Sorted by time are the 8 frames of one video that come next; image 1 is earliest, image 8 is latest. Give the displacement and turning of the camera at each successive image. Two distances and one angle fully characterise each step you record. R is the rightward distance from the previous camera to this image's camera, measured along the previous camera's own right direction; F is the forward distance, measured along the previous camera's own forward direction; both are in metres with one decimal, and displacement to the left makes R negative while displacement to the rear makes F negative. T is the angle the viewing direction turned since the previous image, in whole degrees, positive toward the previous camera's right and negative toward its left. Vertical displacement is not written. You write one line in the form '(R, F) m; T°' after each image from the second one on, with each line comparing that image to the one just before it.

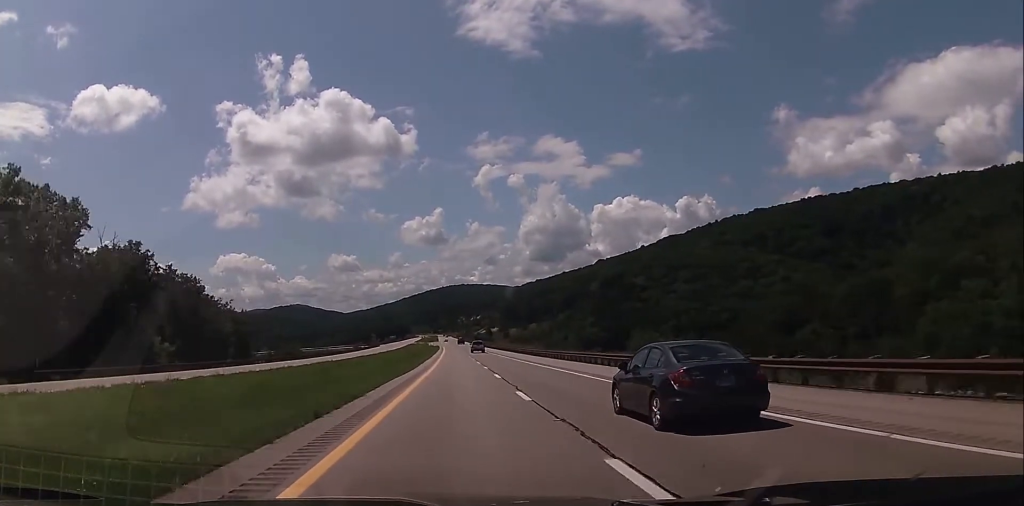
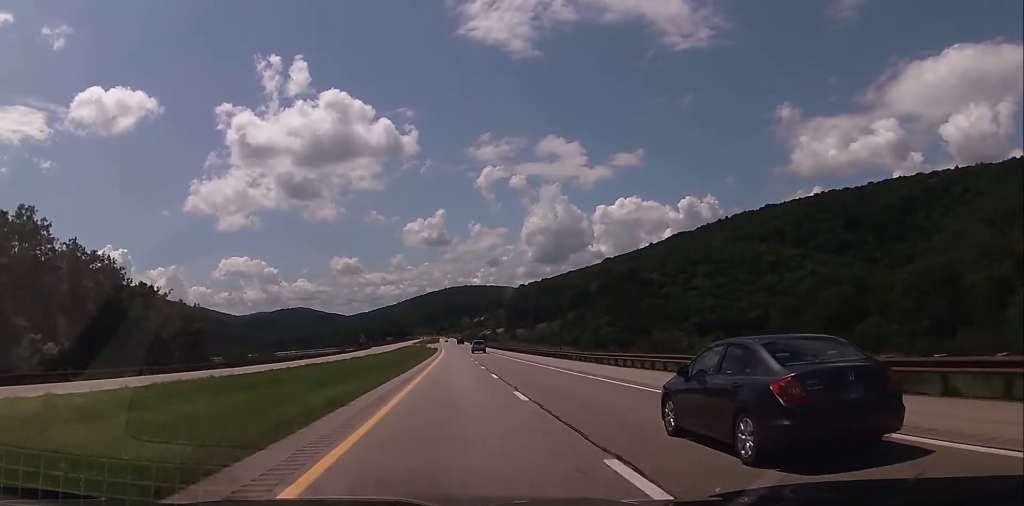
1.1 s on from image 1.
(-0.2, +36.8) m; 0°
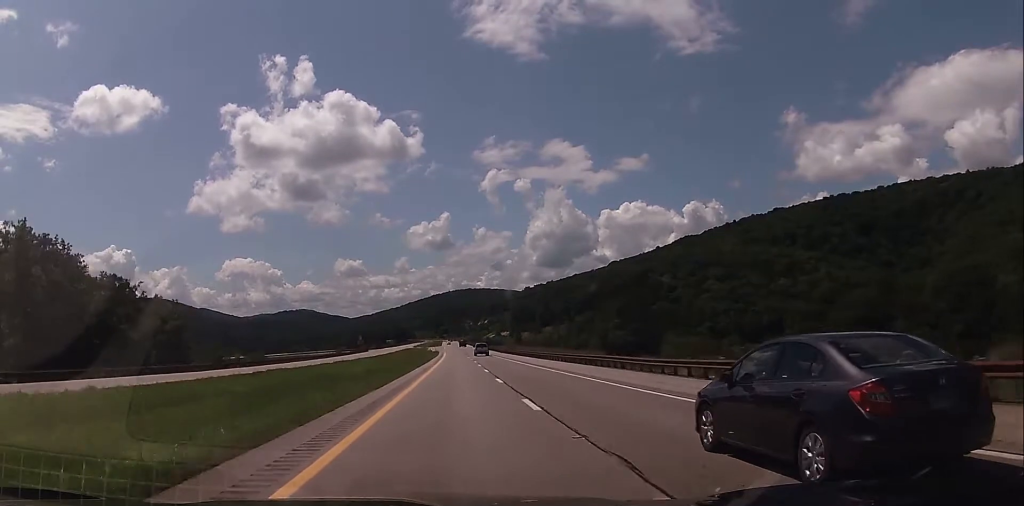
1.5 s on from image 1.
(0.0, +14.5) m; 0°
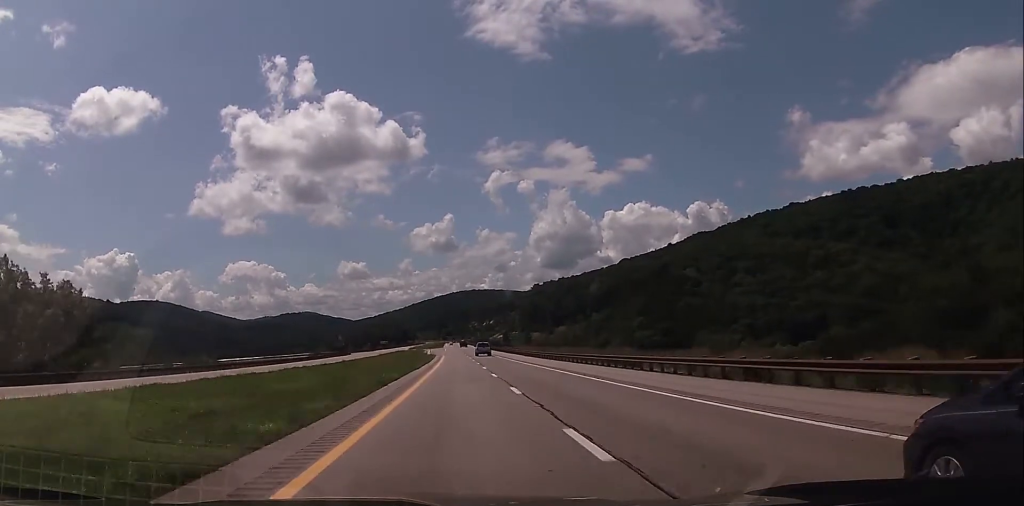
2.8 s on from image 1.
(0.0, +43.4) m; 0°
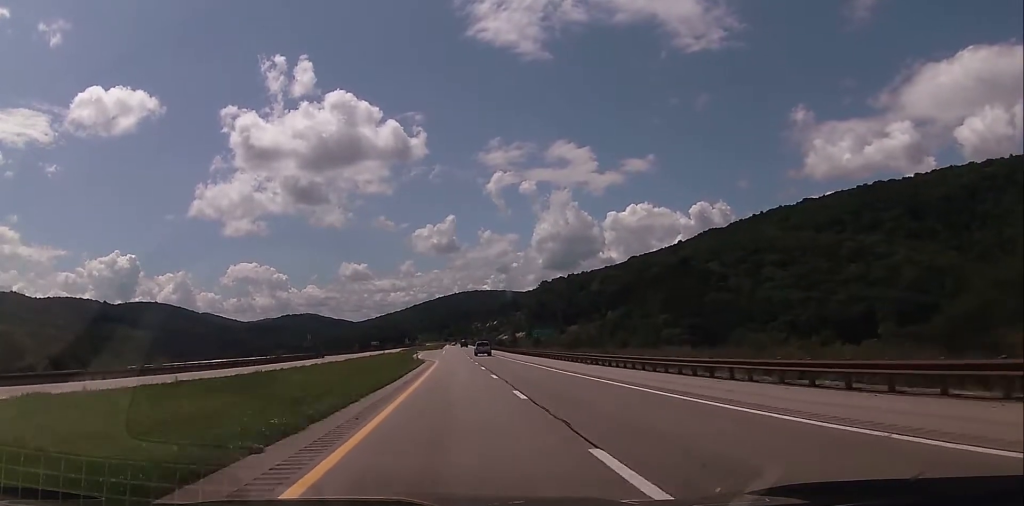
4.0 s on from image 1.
(0.0, +38.9) m; 0°
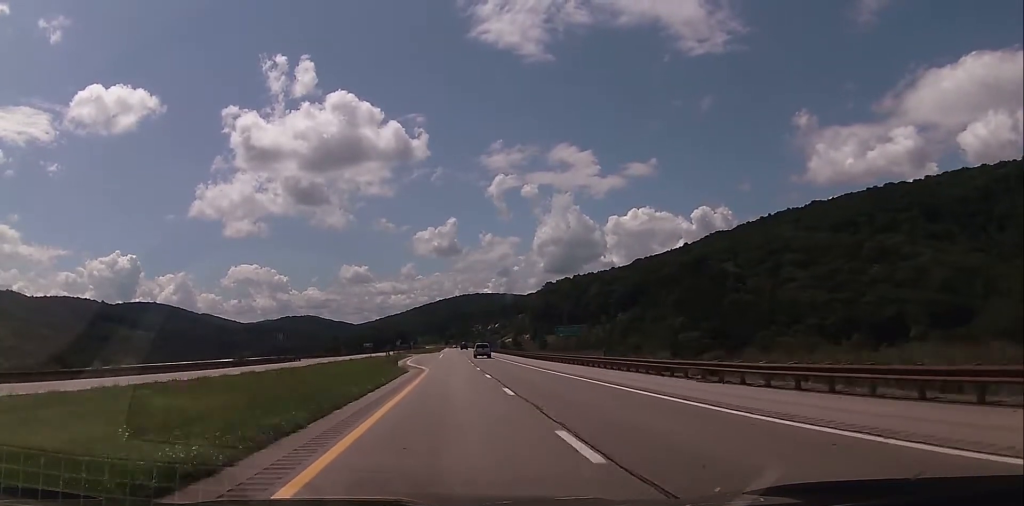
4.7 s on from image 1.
(0.0, +22.1) m; 0°
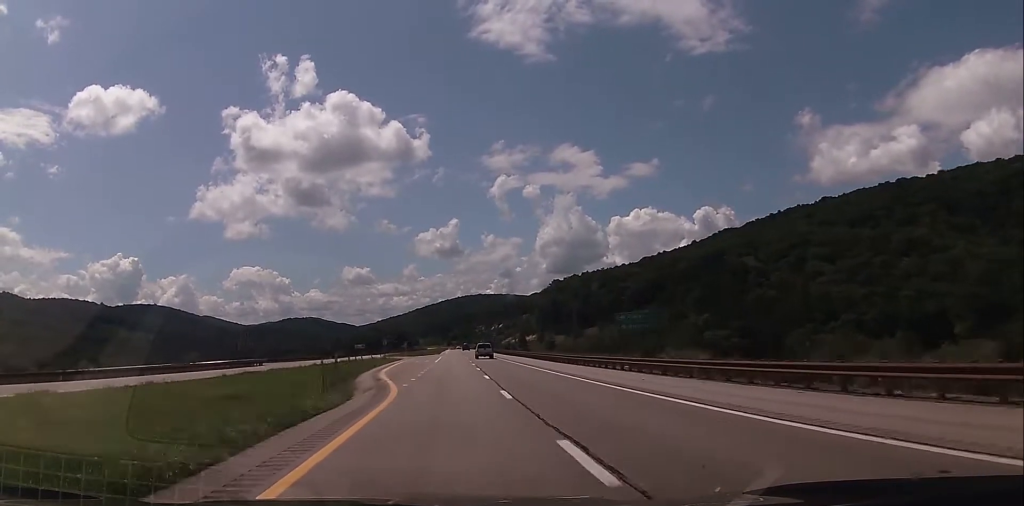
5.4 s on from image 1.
(0.0, +25.3) m; 0°
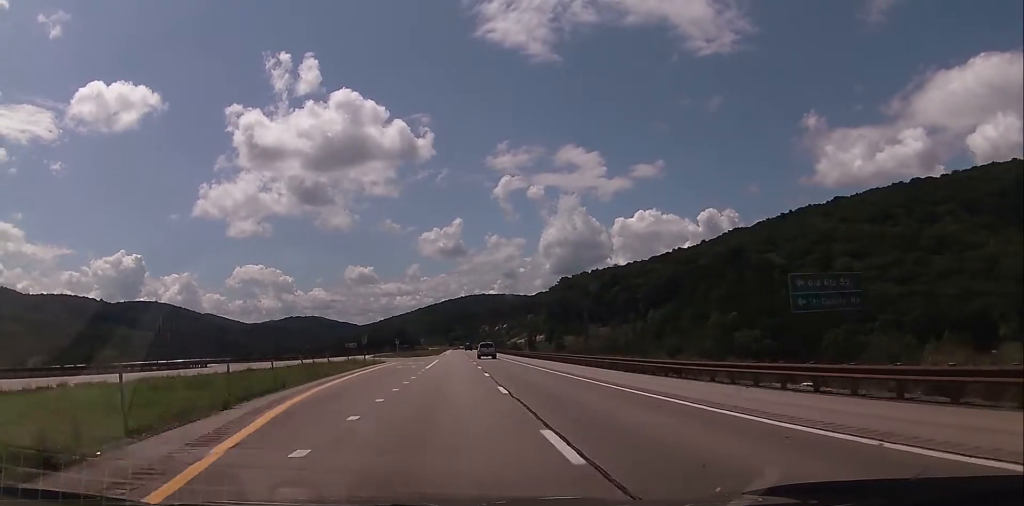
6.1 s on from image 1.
(0.0, +23.1) m; 0°
